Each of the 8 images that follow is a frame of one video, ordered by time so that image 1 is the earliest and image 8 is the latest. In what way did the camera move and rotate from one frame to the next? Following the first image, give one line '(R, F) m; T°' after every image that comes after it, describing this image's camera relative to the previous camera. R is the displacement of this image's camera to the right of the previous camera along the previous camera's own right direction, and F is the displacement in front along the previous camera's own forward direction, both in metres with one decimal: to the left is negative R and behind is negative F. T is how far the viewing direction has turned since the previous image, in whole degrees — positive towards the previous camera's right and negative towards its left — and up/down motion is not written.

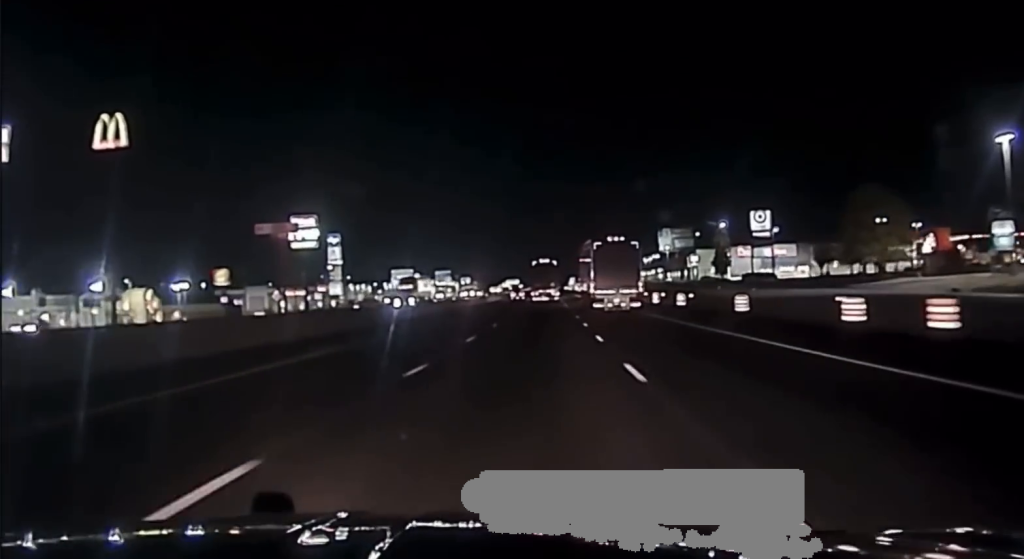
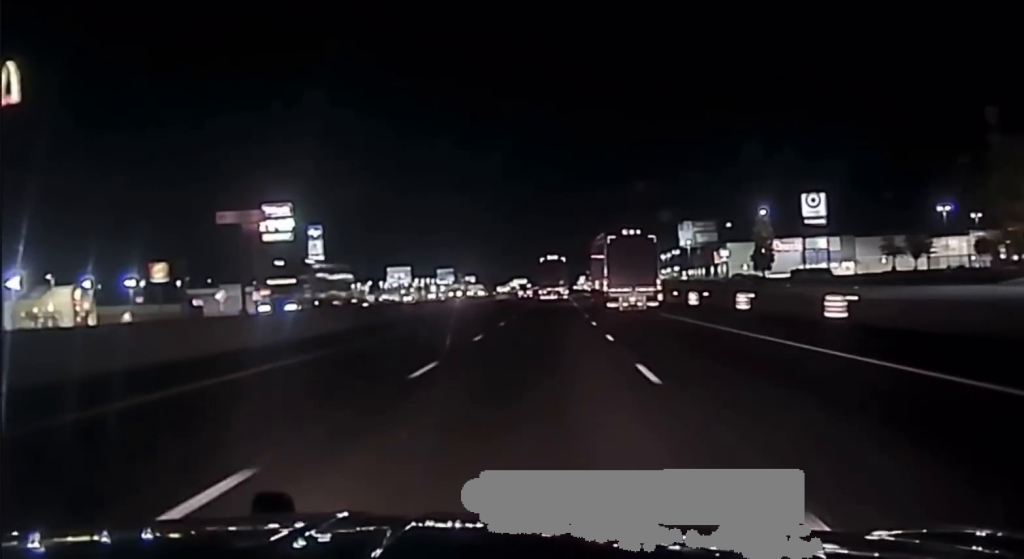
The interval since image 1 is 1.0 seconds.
(-0.6, +37.0) m; -1°
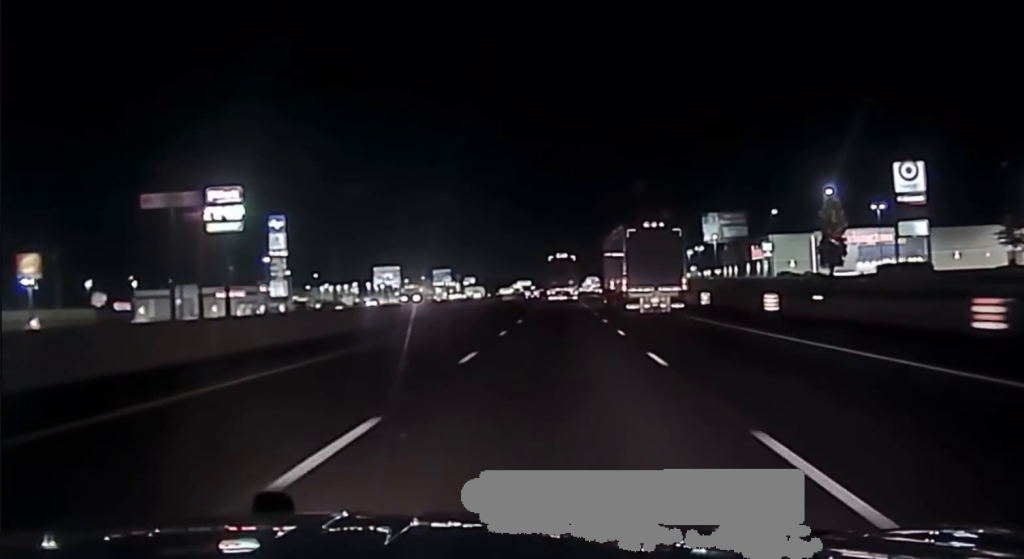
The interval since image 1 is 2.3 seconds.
(+0.4, +44.1) m; +1°
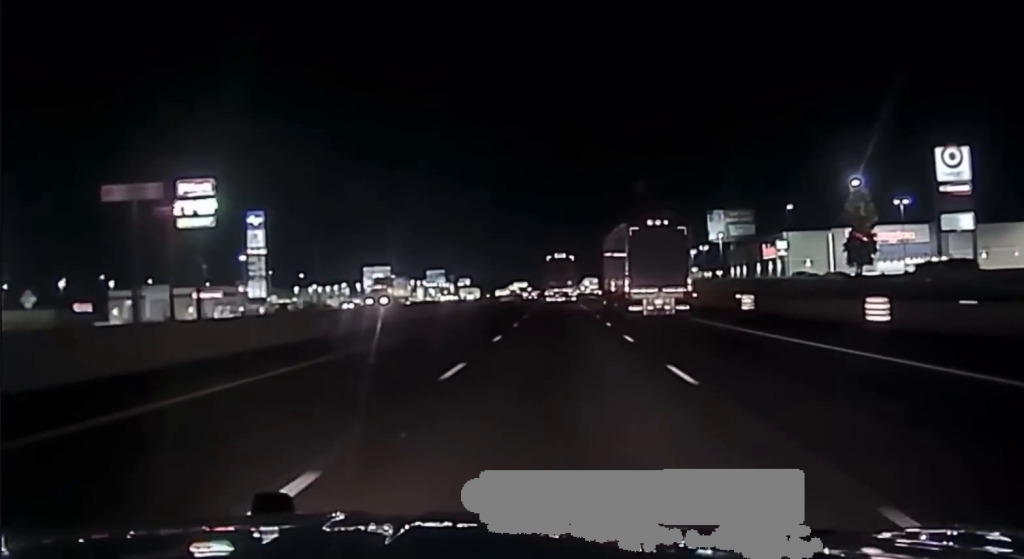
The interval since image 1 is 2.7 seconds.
(+0.3, +15.5) m; 0°
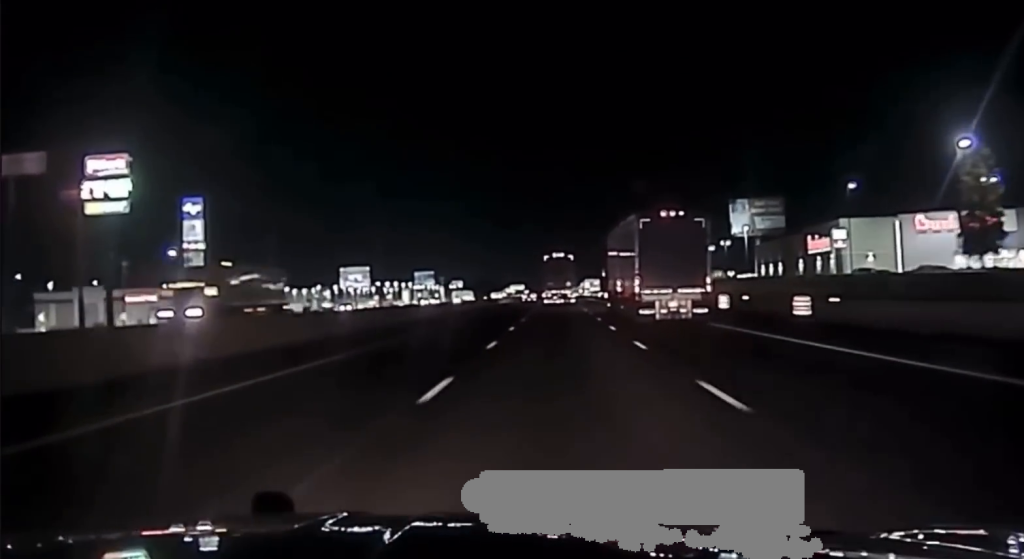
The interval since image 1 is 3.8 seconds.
(-0.4, +39.7) m; -1°
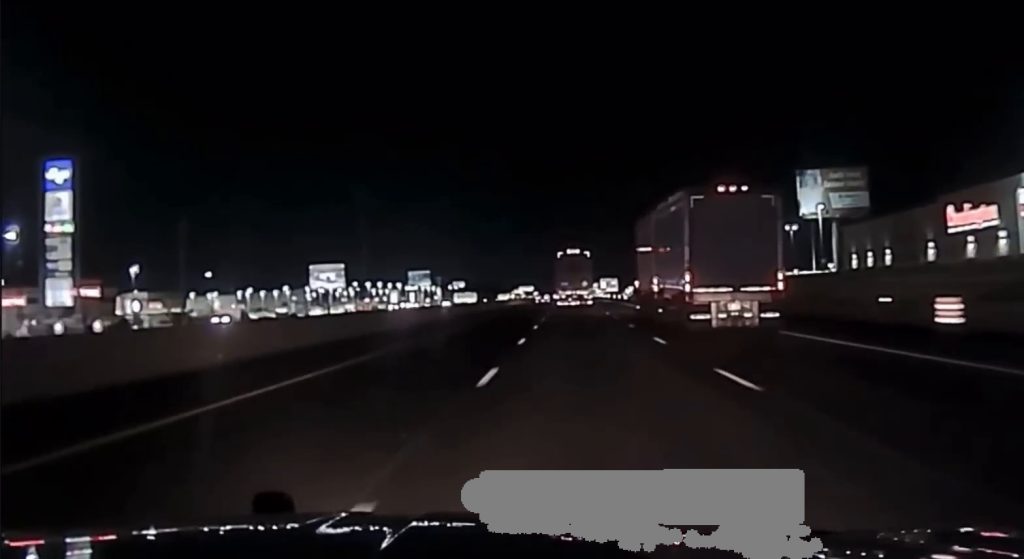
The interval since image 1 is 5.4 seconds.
(-0.4, +58.7) m; 0°
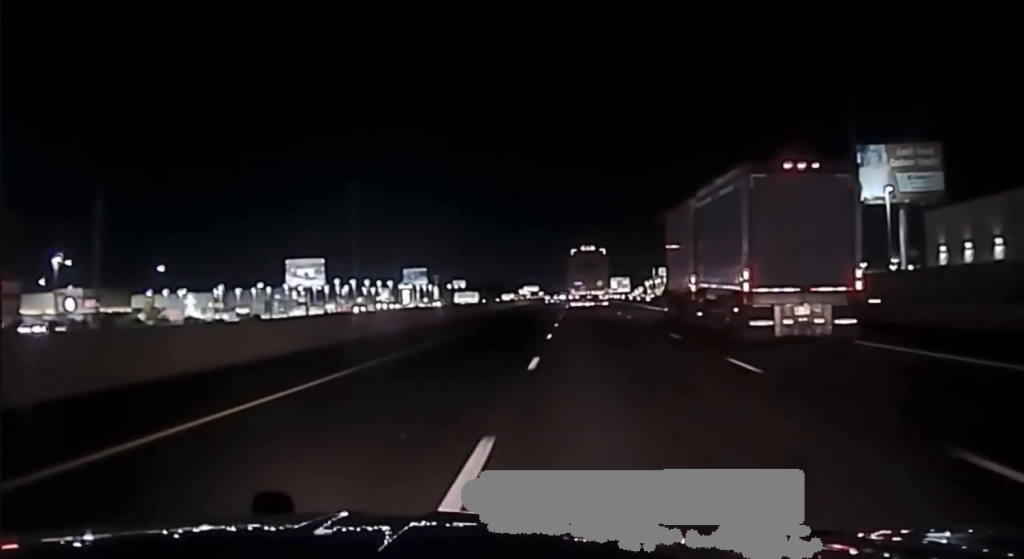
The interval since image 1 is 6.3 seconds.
(+0.1, +33.4) m; 0°
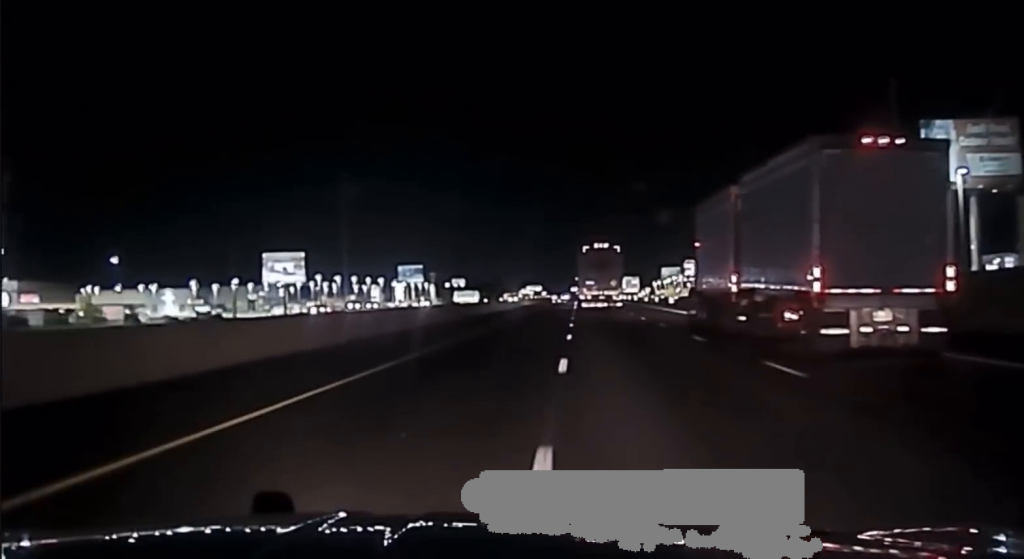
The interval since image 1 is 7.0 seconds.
(+0.2, +24.9) m; 0°
